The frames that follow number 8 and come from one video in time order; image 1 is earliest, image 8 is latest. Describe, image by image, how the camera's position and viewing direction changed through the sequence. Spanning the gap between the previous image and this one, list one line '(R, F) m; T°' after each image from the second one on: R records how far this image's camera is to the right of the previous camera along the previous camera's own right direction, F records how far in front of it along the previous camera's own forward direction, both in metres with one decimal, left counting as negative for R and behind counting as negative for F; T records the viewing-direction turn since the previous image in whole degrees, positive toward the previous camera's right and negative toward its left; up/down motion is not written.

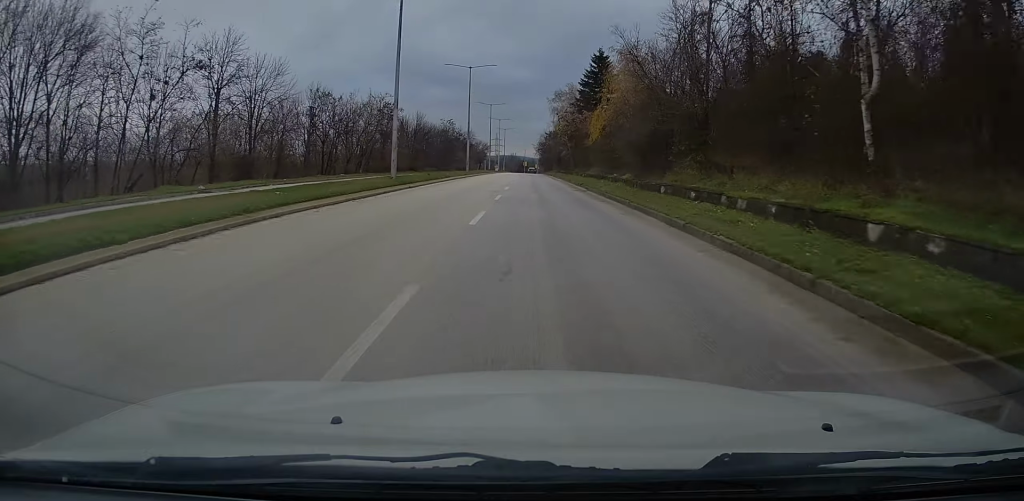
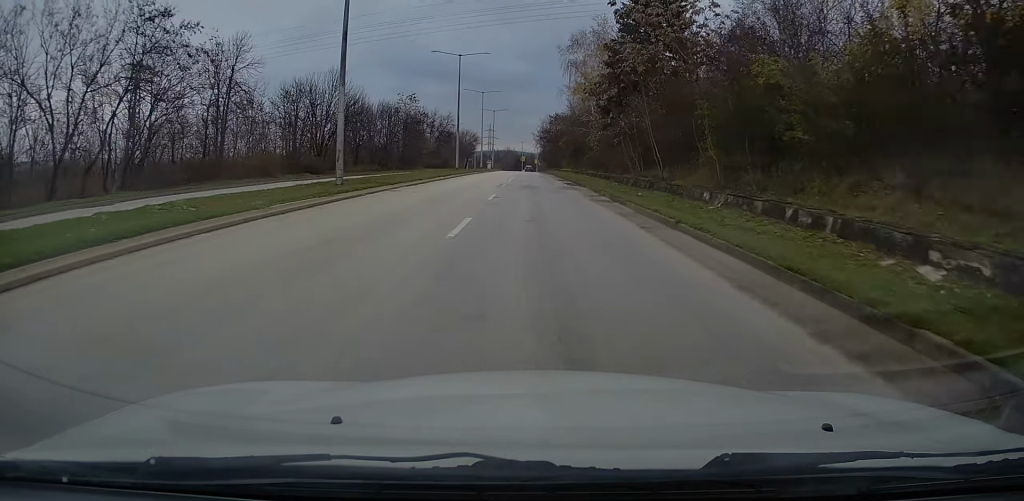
(+0.2, +51.0) m; -1°
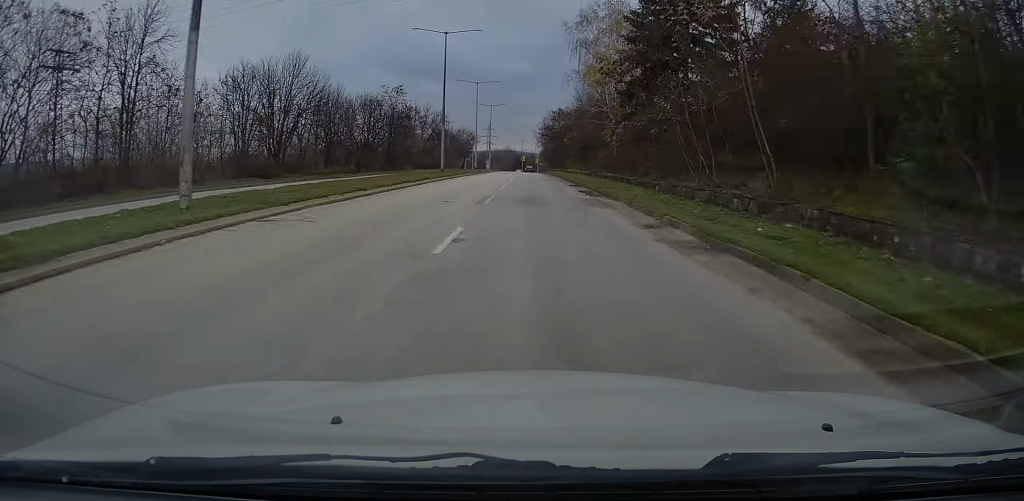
(0.0, +11.9) m; 0°
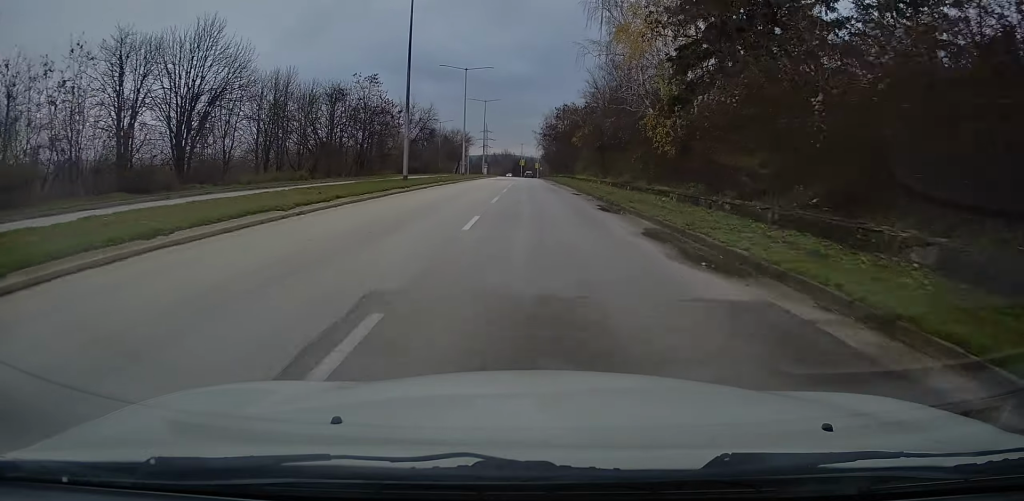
(0.0, +16.6) m; +1°
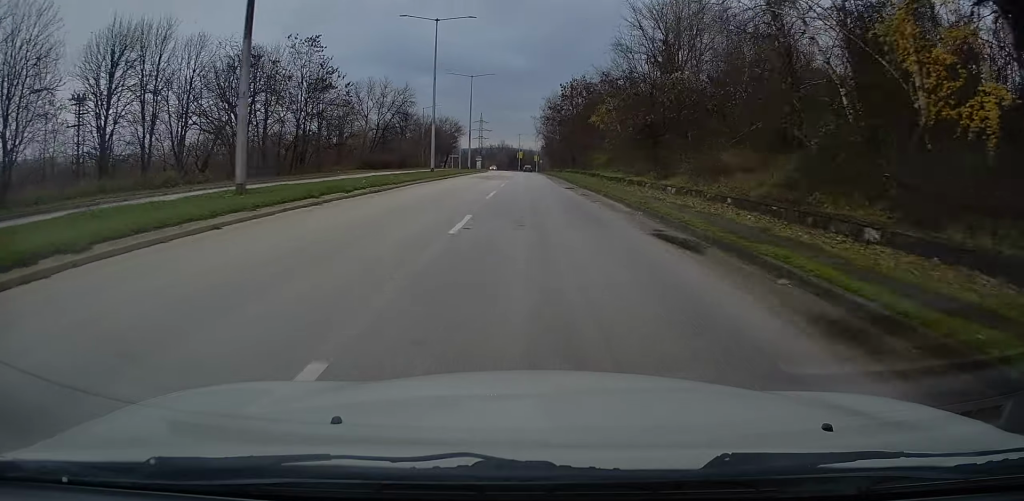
(+0.3, +22.7) m; +1°
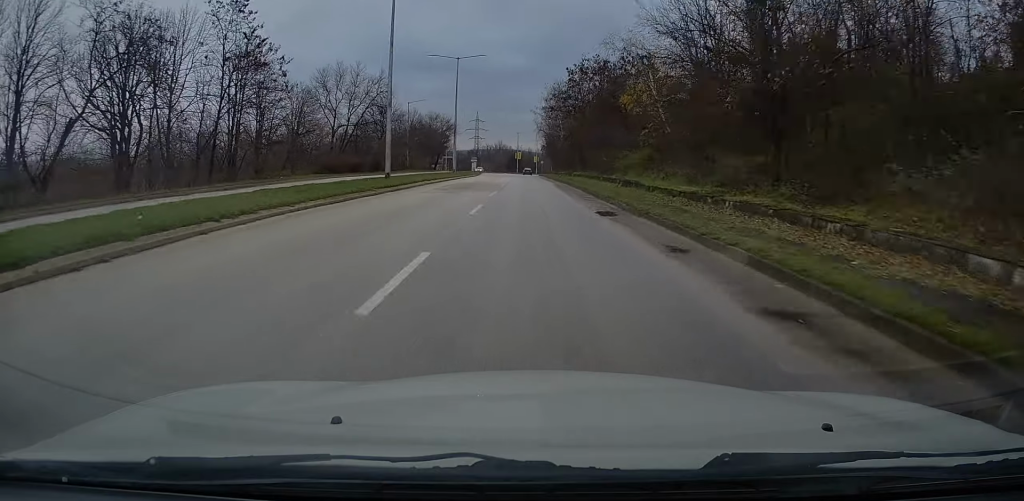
(0.0, +16.0) m; 0°
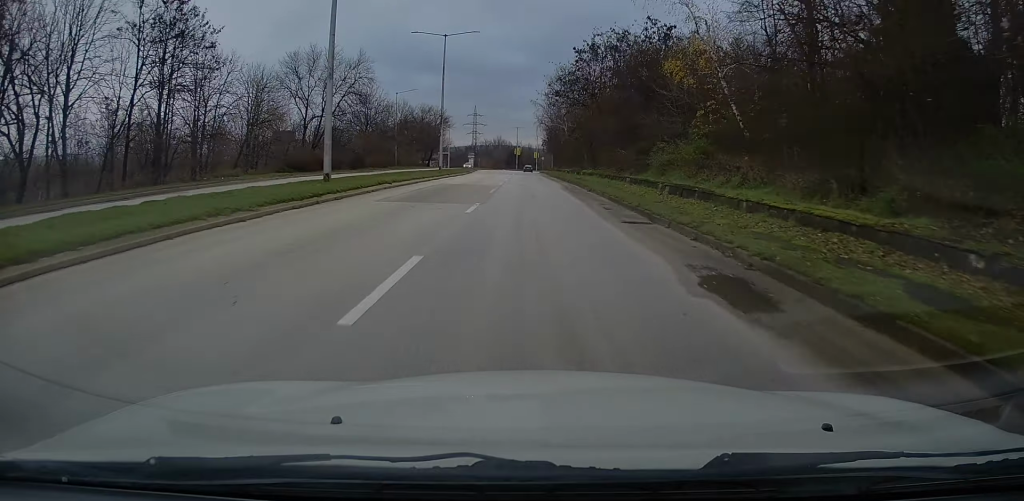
(-0.2, +10.6) m; 0°
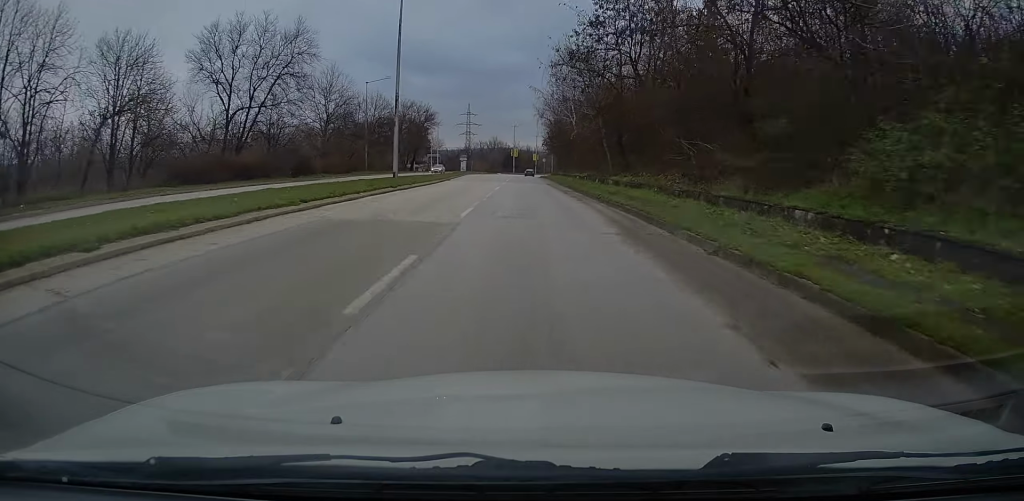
(+0.4, +19.2) m; +1°
